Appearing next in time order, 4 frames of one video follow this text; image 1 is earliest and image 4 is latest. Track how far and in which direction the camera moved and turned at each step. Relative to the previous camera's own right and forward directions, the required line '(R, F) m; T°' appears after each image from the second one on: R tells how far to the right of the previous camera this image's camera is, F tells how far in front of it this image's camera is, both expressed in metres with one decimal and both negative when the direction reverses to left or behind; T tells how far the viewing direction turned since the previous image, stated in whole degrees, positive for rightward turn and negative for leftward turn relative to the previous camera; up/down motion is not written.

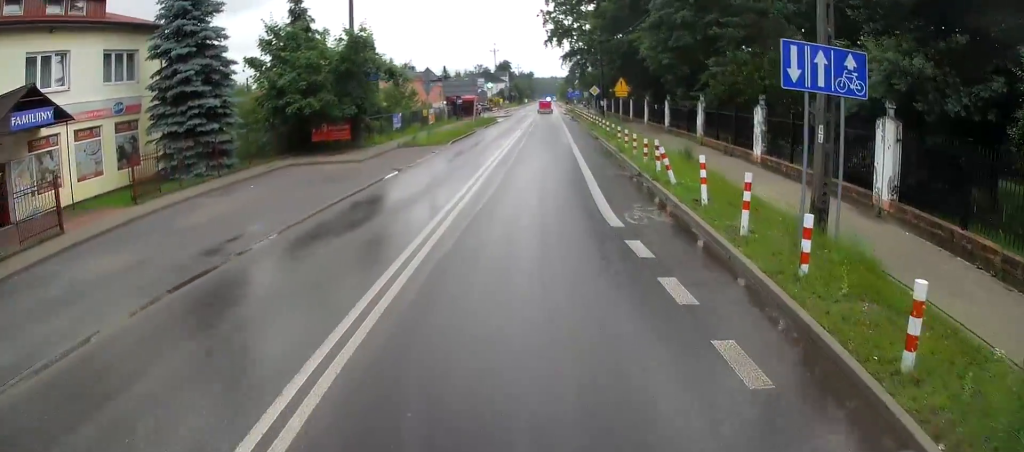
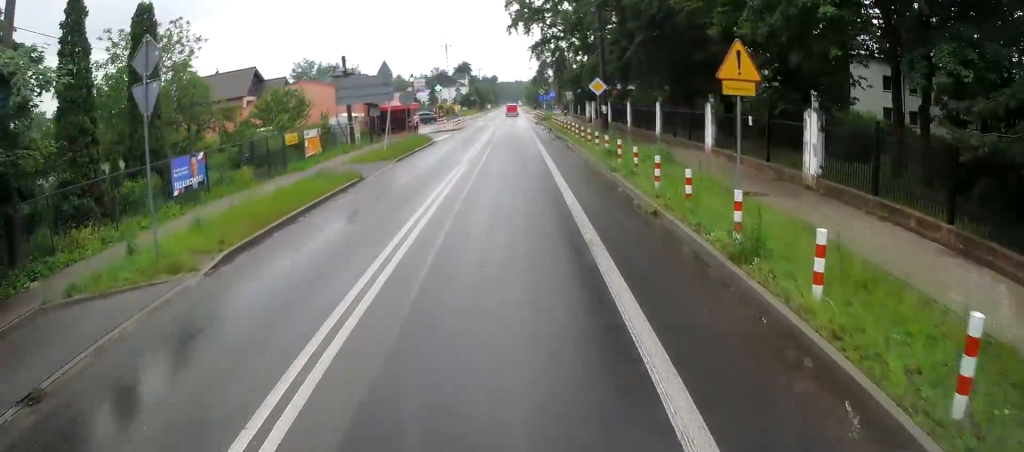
(+0.9, +21.1) m; +2°
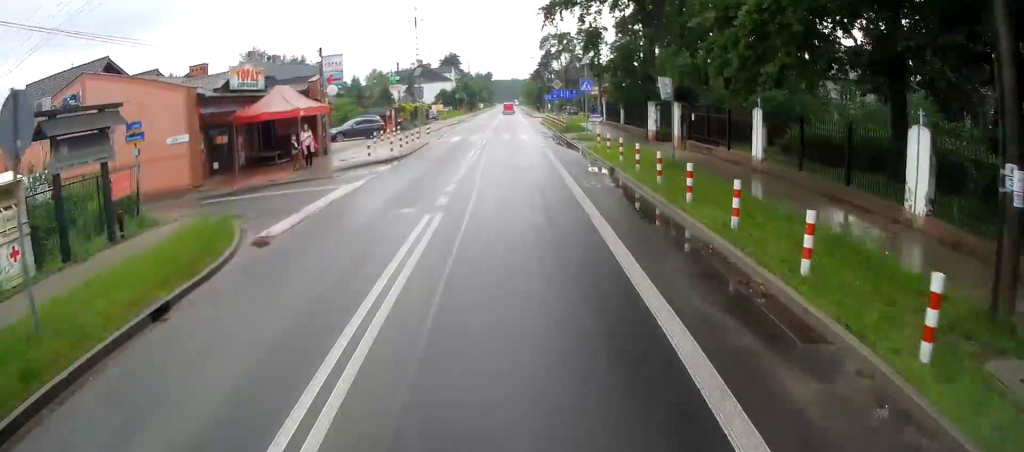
(+0.7, +26.9) m; +3°
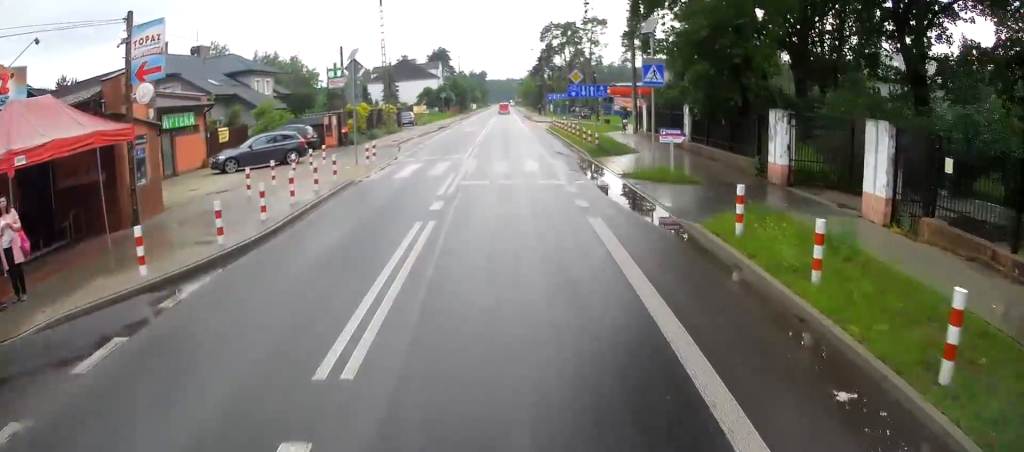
(+0.2, +15.7) m; +1°
